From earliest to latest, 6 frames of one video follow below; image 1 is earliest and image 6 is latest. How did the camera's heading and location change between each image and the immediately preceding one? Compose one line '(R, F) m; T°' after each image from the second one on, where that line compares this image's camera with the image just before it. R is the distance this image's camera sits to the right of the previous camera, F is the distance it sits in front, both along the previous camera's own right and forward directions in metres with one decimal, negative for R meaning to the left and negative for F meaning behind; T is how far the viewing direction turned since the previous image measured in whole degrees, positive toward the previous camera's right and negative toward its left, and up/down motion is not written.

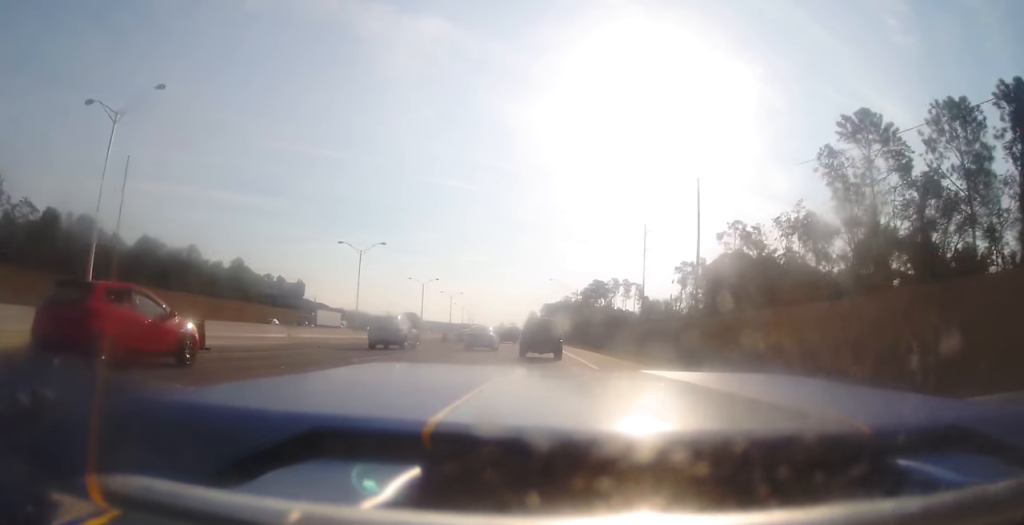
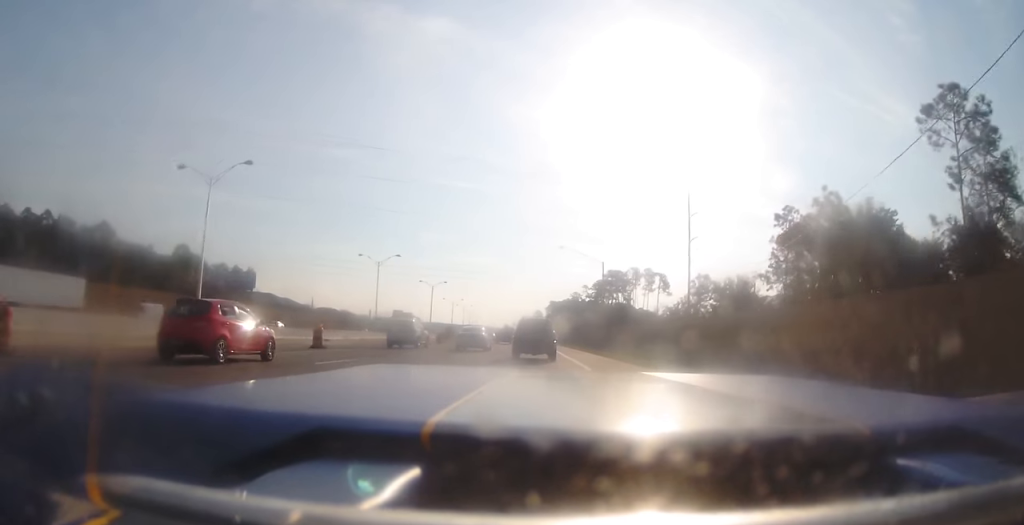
(-0.2, +37.4) m; -2°
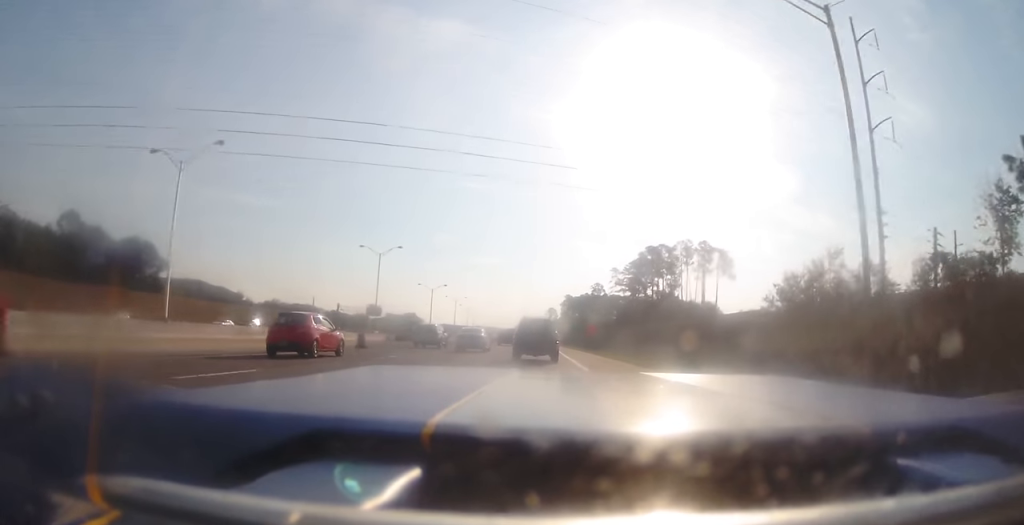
(-0.1, +54.1) m; 0°
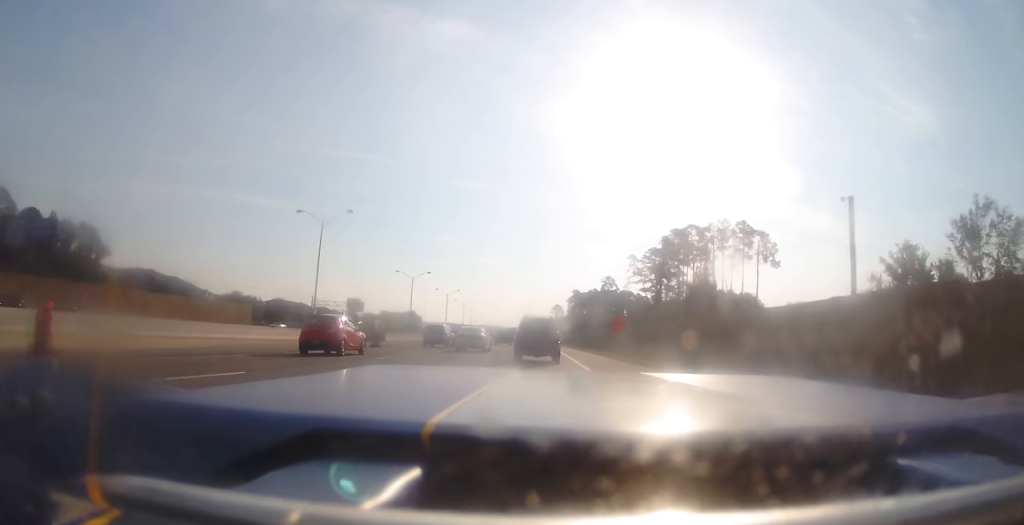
(-0.4, +24.7) m; -1°
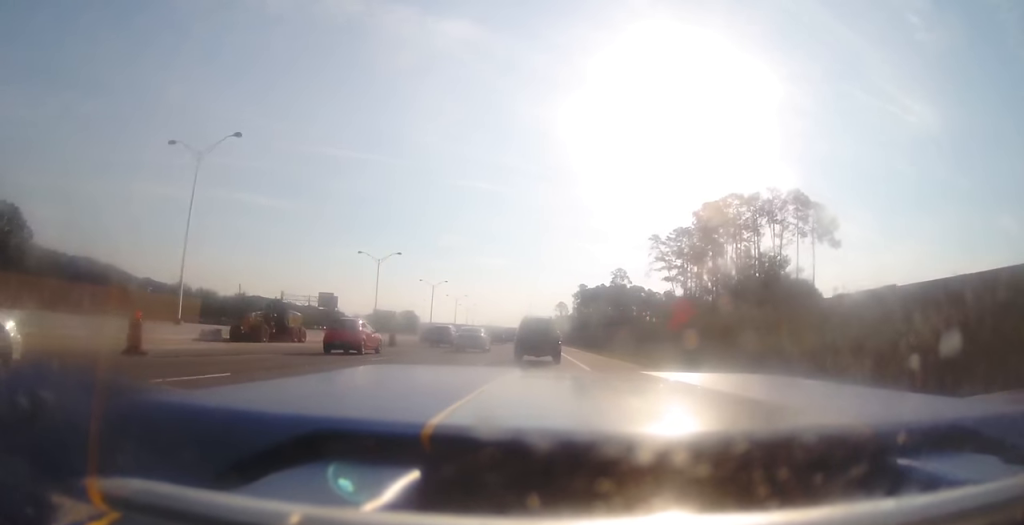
(-0.2, +24.8) m; 0°
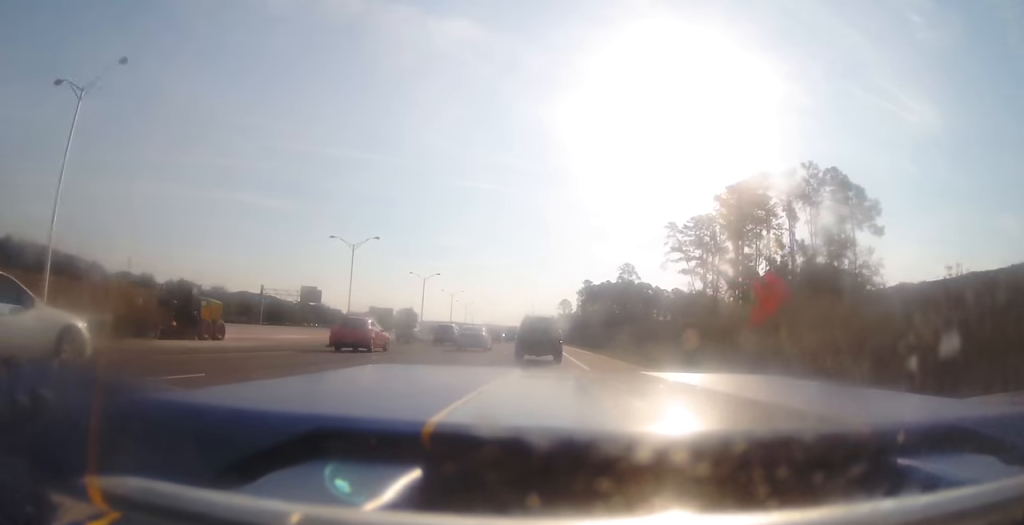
(0.0, +12.9) m; 0°
